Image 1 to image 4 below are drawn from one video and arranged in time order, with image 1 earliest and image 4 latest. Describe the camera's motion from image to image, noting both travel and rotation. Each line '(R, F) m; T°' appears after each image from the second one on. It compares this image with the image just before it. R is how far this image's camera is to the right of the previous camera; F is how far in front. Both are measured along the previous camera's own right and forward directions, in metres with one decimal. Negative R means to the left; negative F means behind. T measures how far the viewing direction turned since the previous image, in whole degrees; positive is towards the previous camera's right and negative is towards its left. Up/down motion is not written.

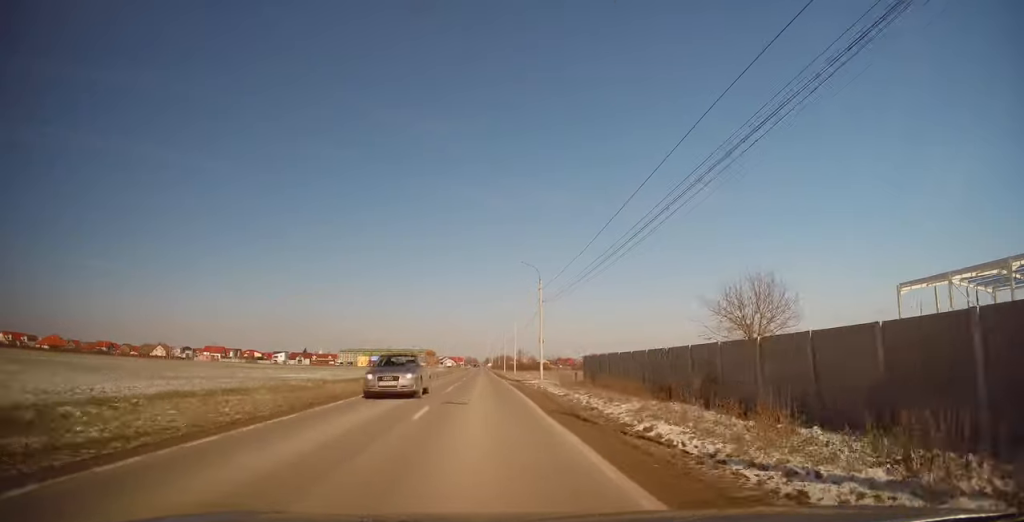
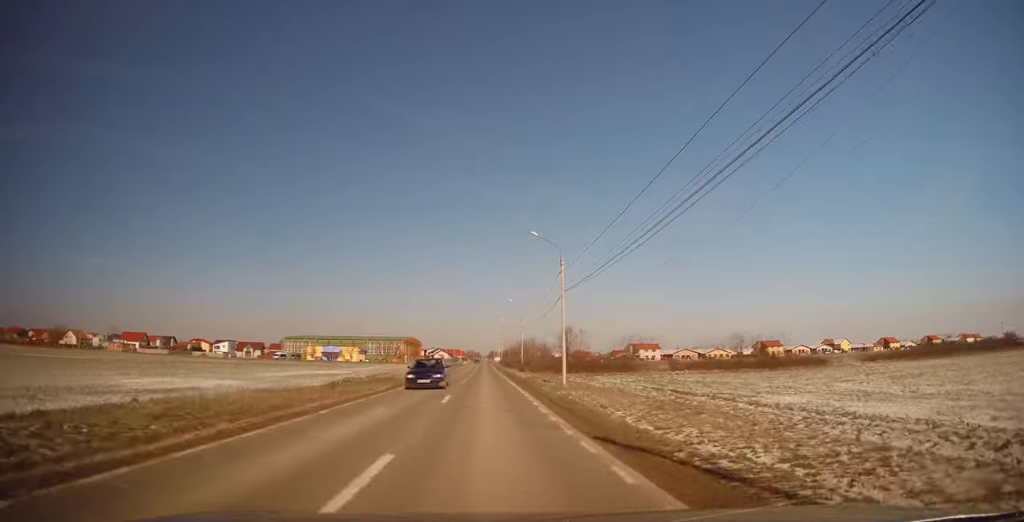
(-0.9, +87.0) m; -1°
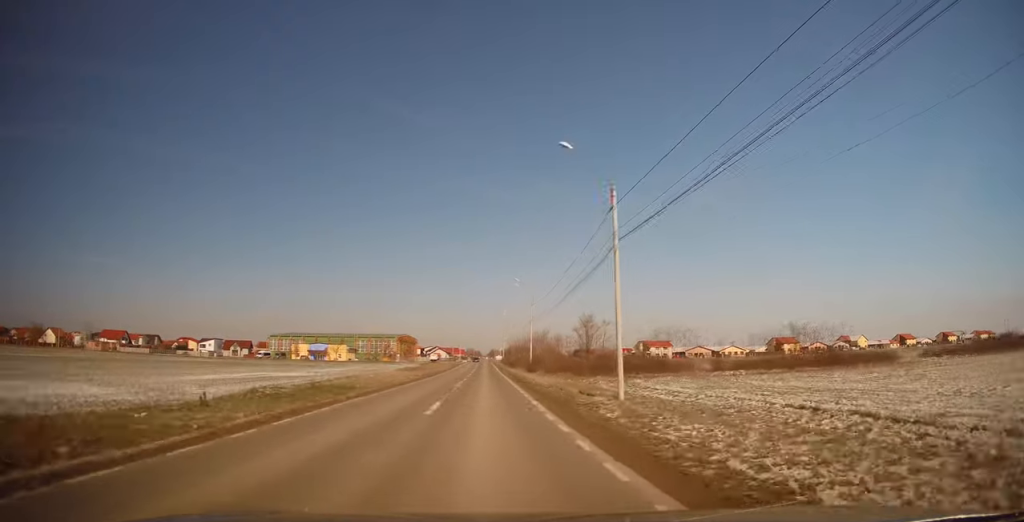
(0.0, +15.2) m; 0°
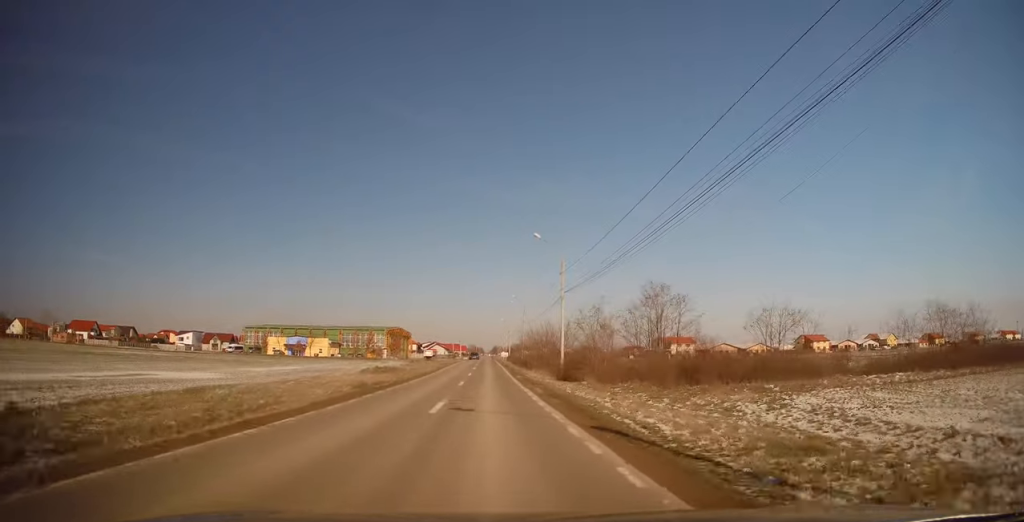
(+0.1, +23.5) m; 0°
